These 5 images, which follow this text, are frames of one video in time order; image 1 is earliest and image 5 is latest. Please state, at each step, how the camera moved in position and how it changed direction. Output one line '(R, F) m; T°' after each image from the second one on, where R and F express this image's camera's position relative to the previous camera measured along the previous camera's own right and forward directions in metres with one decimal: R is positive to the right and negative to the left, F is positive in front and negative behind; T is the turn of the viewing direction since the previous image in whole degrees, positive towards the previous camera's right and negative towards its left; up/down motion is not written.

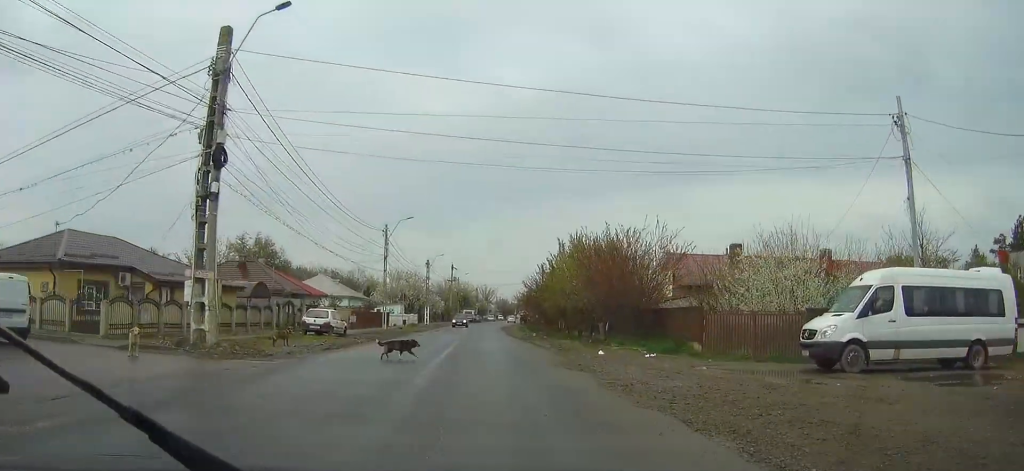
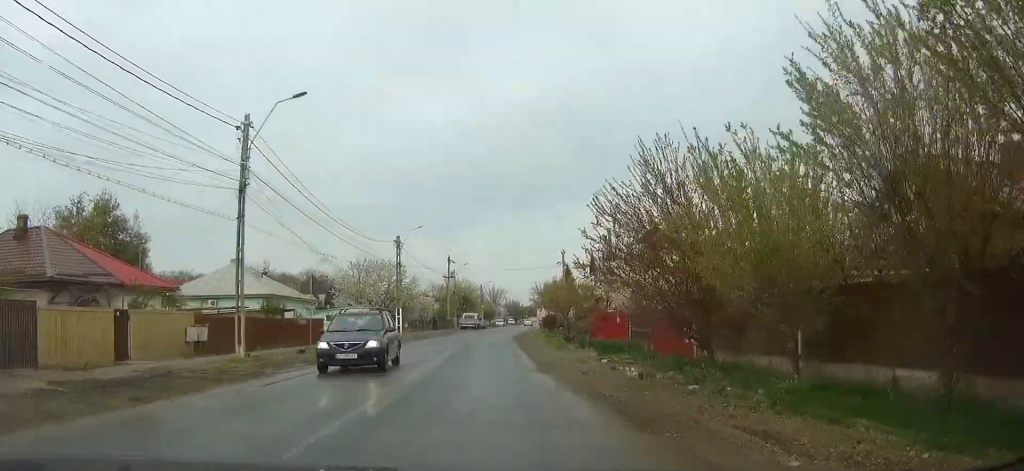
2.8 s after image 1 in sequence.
(+0.5, +33.2) m; +1°
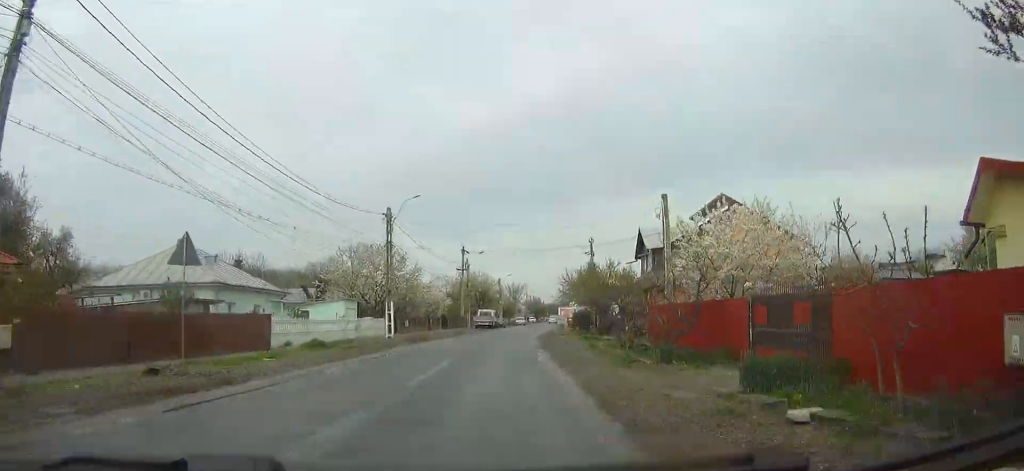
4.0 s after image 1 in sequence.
(-0.3, +13.0) m; -1°
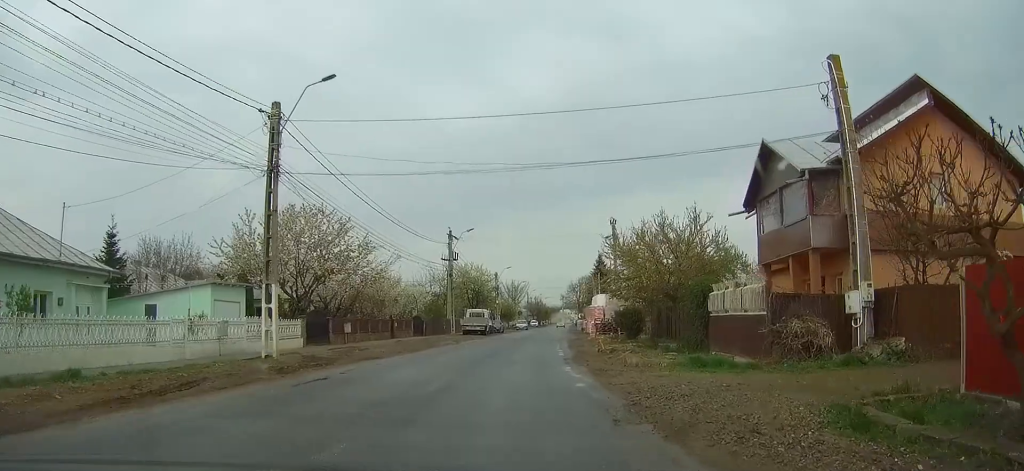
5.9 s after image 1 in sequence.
(0.0, +21.6) m; 0°
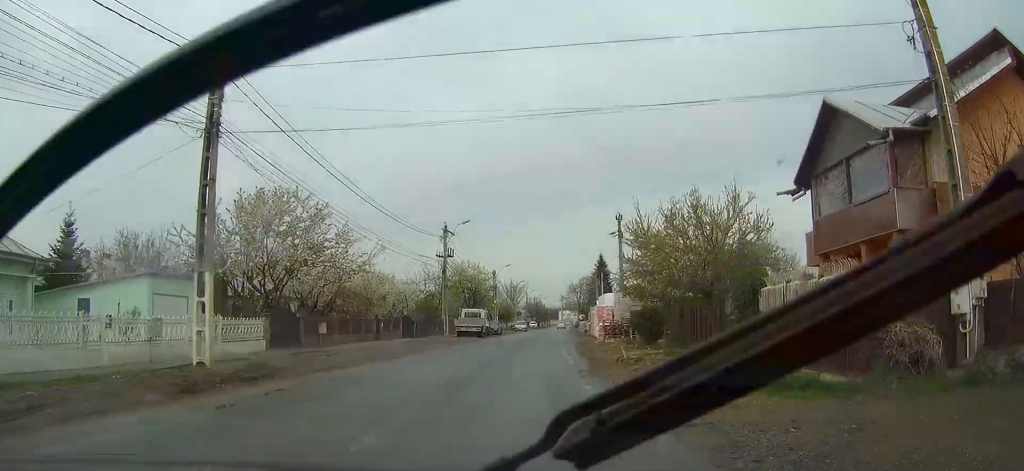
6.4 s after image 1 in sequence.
(0.0, +4.9) m; +1°
